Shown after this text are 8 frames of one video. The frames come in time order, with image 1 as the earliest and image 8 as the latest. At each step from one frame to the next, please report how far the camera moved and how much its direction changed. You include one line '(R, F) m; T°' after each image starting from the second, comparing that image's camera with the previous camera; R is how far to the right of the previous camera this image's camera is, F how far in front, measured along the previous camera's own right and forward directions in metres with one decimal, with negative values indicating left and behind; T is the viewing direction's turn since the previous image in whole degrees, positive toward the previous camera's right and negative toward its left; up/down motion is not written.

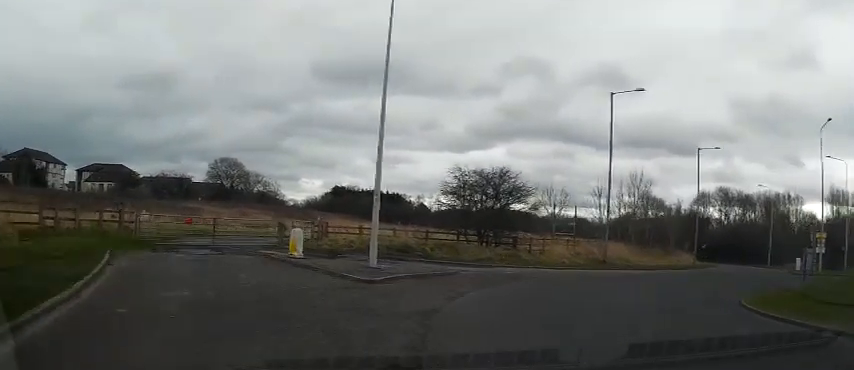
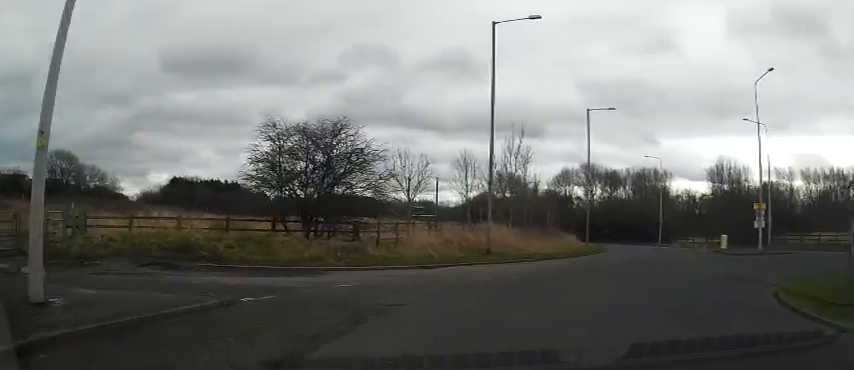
(+0.9, +8.8) m; +14°
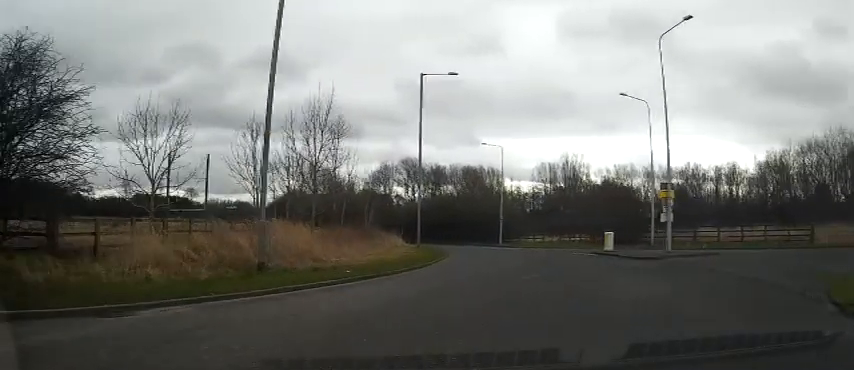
(+1.1, +8.6) m; +16°
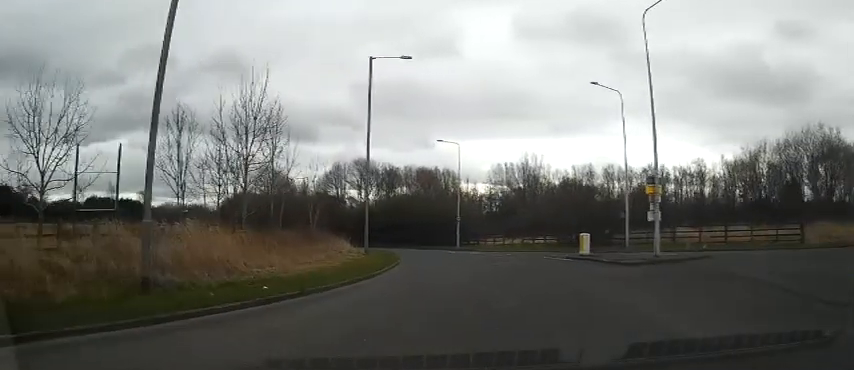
(+0.3, +3.4) m; +4°
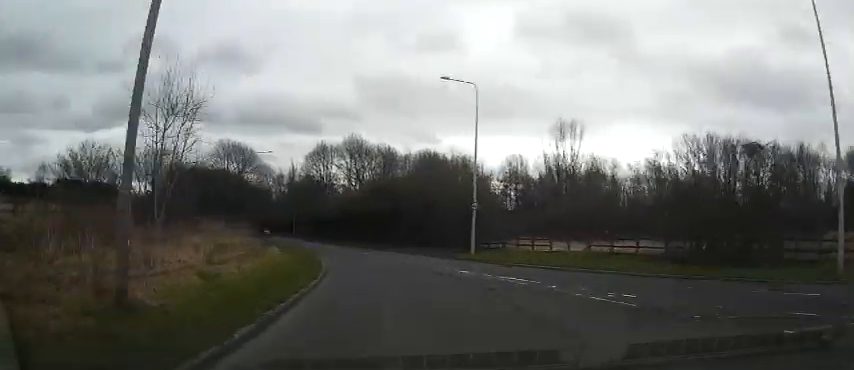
(+2.2, +19.4) m; +4°
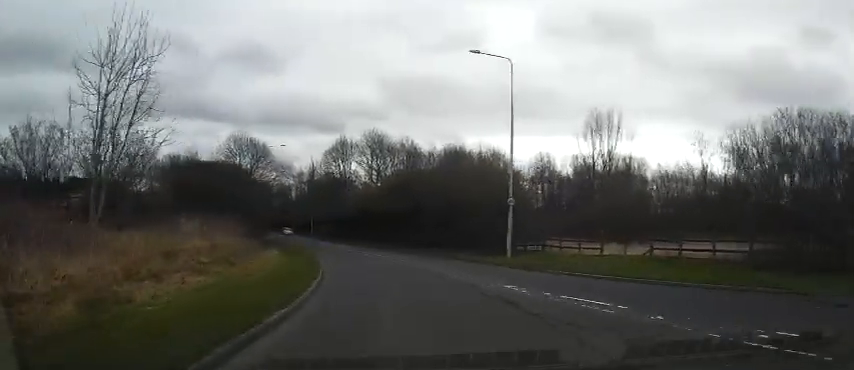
(0.0, +5.0) m; -3°
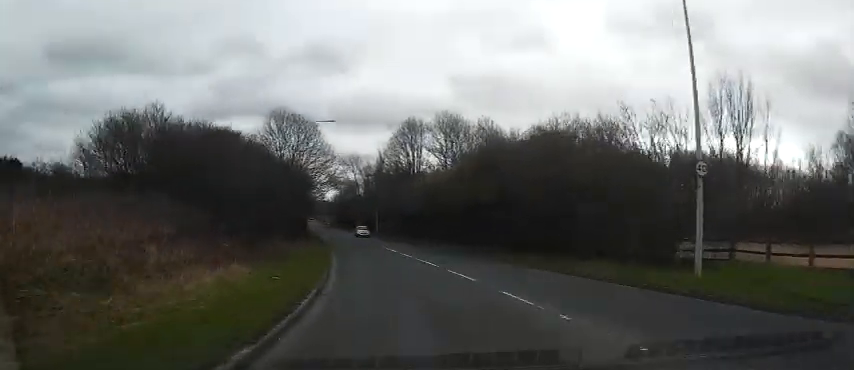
(-0.9, +12.3) m; -9°
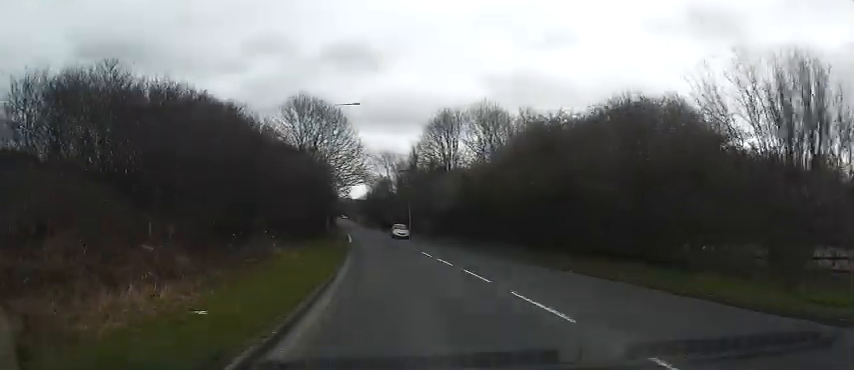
(-0.2, +5.6) m; -3°
